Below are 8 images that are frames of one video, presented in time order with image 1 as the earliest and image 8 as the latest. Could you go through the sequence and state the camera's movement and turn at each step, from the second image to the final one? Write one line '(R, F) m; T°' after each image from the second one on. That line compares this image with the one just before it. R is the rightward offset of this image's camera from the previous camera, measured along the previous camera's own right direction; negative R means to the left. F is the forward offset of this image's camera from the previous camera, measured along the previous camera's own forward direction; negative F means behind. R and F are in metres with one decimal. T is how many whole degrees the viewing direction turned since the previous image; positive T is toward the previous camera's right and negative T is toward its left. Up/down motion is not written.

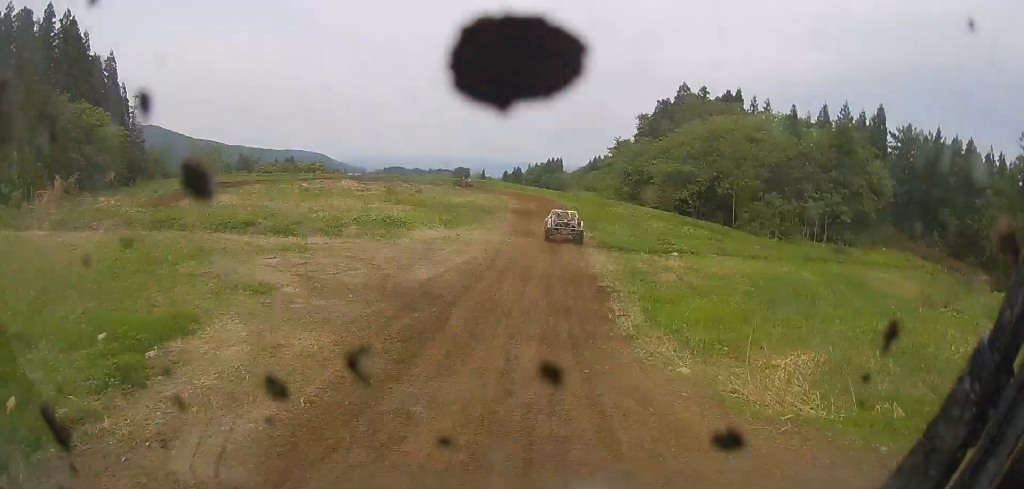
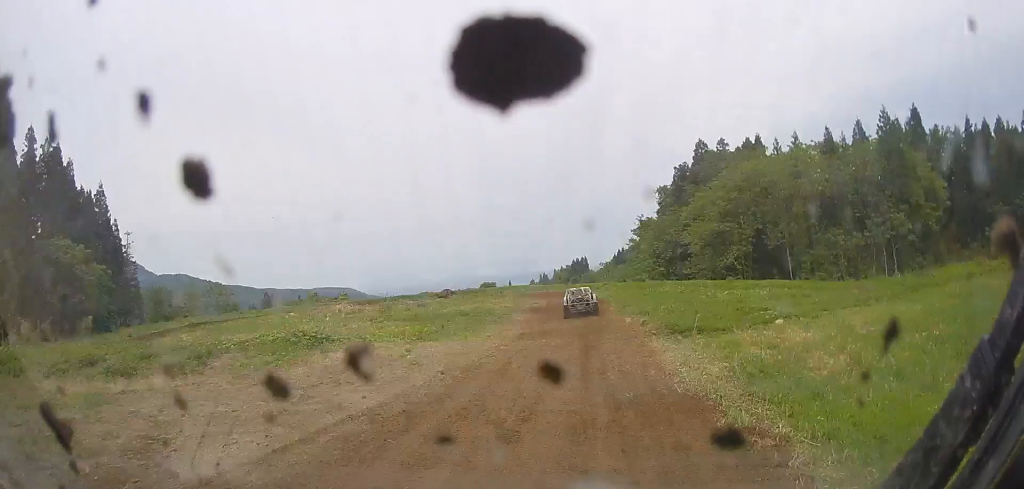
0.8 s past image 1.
(0.0, +7.6) m; 0°
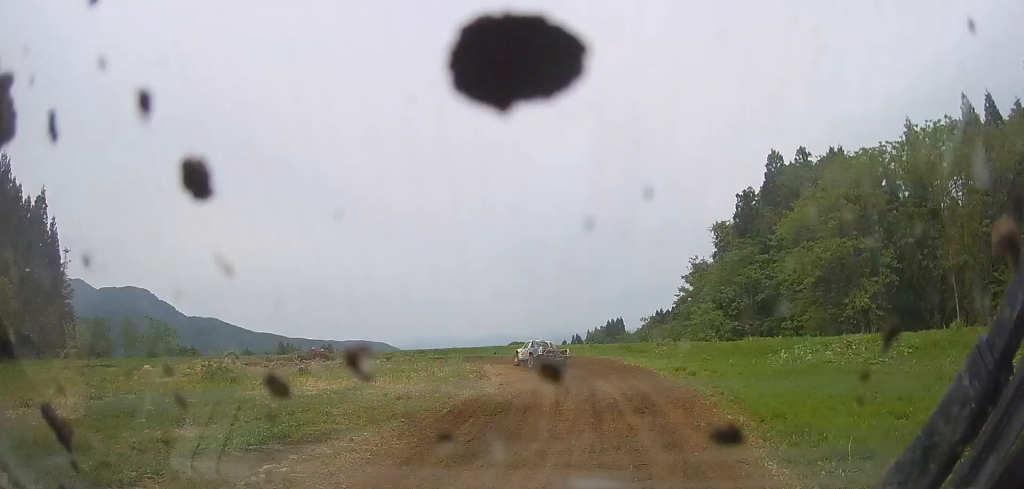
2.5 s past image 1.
(-0.5, +15.2) m; -14°
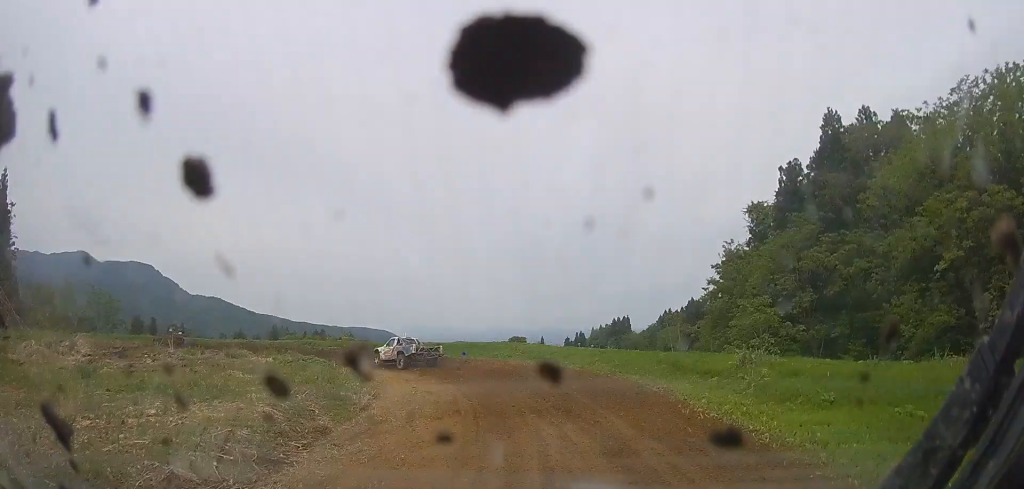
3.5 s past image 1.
(-1.6, +8.8) m; -16°
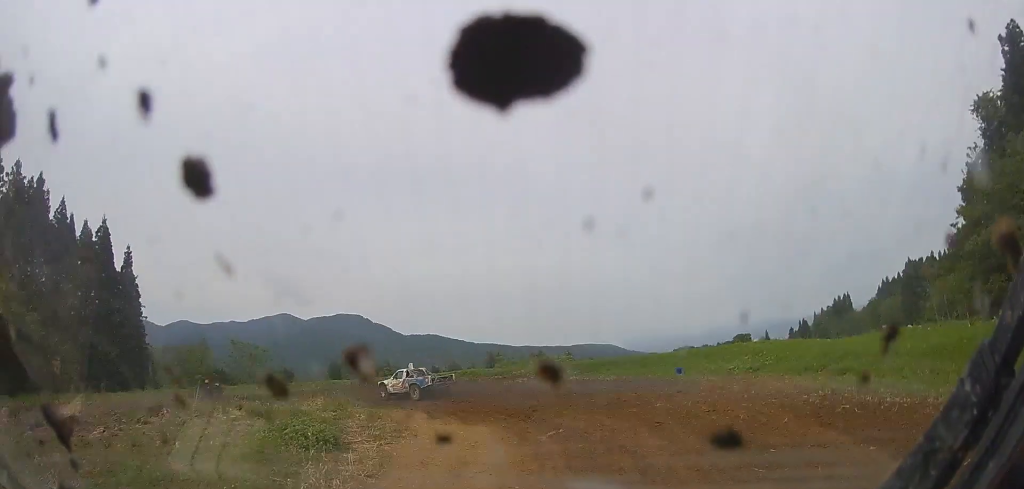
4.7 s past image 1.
(-1.1, +10.6) m; -15°
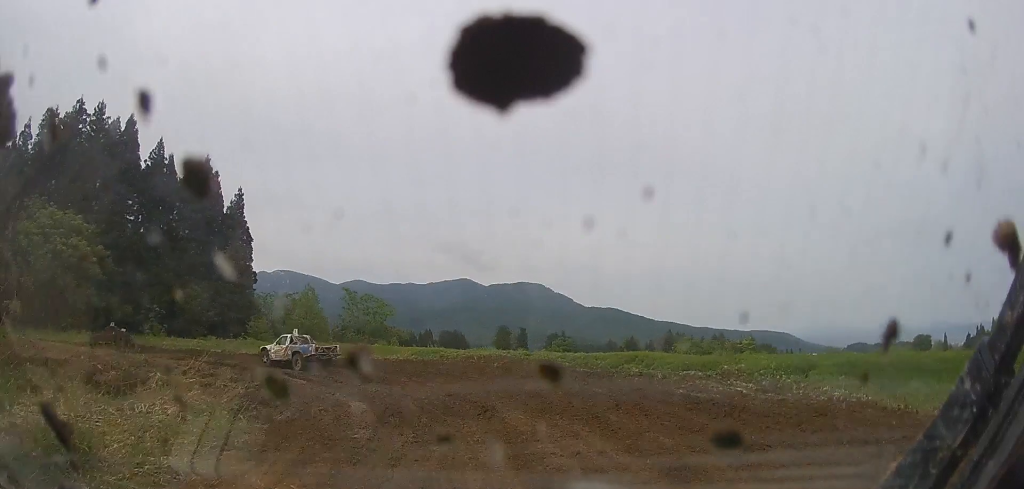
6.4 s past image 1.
(-4.0, +14.2) m; -41°
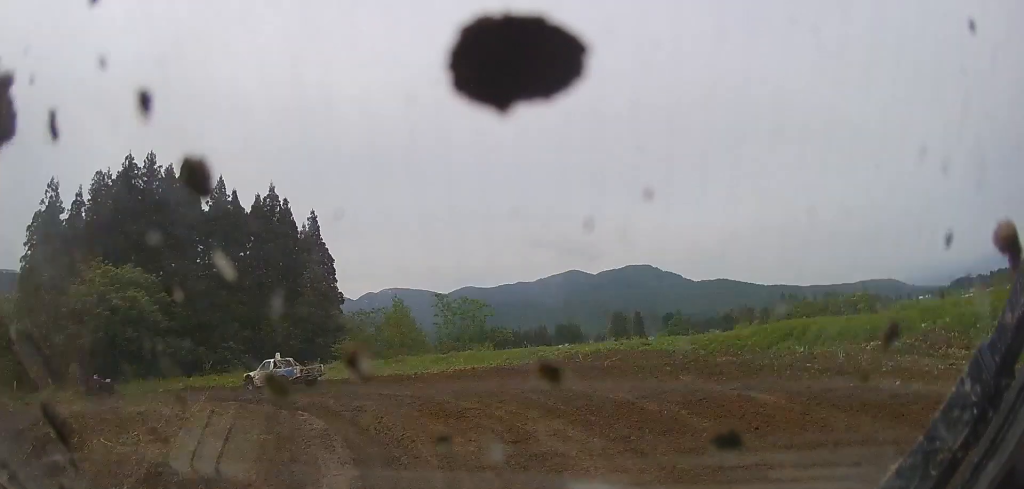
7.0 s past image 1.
(+0.2, +5.0) m; -27°
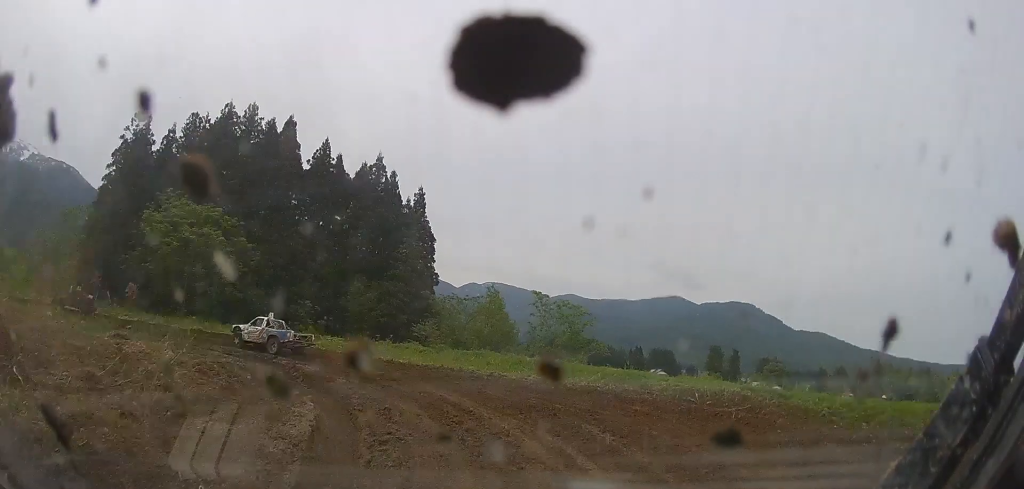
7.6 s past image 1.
(-2.3, +2.9) m; -27°
